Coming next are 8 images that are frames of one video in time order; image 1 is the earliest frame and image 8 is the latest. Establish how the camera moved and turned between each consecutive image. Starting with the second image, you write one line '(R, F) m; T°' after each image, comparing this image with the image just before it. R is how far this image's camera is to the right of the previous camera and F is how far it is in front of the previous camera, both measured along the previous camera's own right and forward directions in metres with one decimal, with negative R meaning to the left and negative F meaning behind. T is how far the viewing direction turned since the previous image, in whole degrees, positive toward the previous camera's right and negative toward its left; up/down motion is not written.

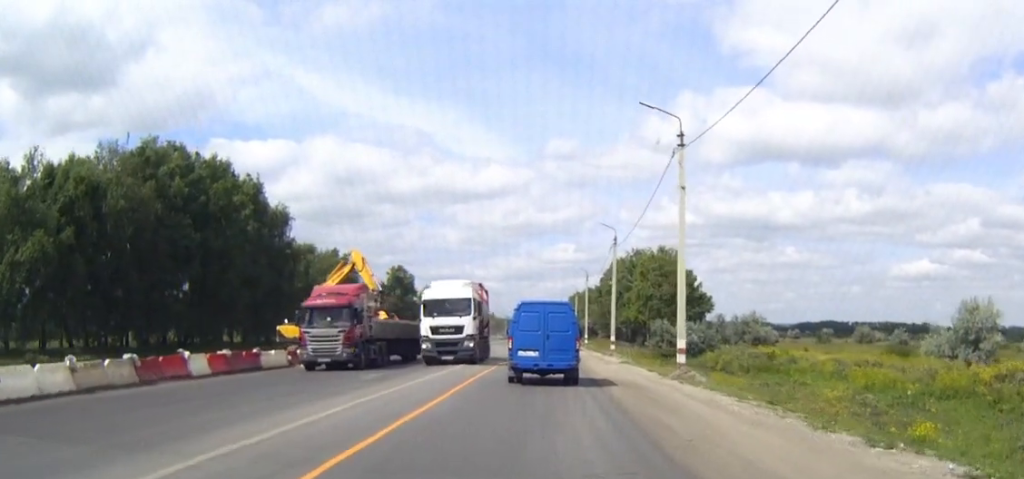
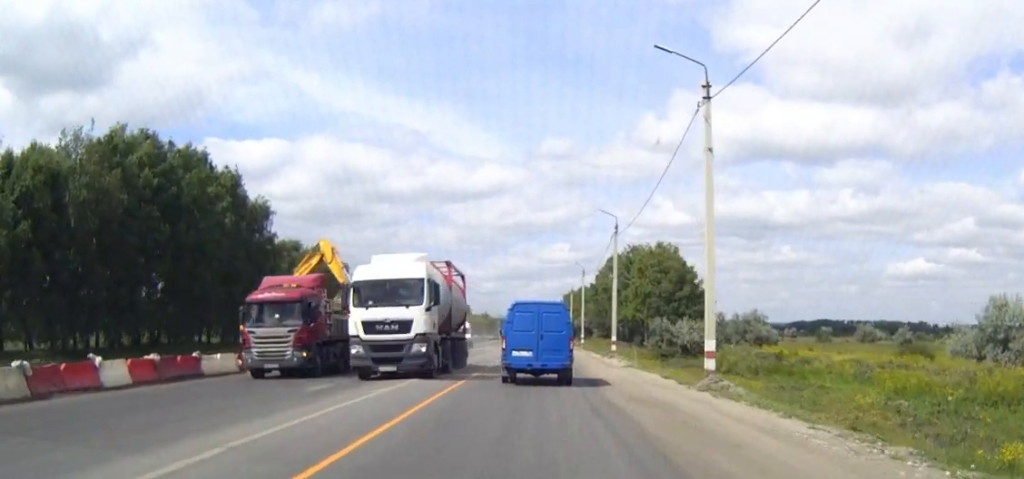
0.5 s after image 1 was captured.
(0.0, +5.9) m; 0°
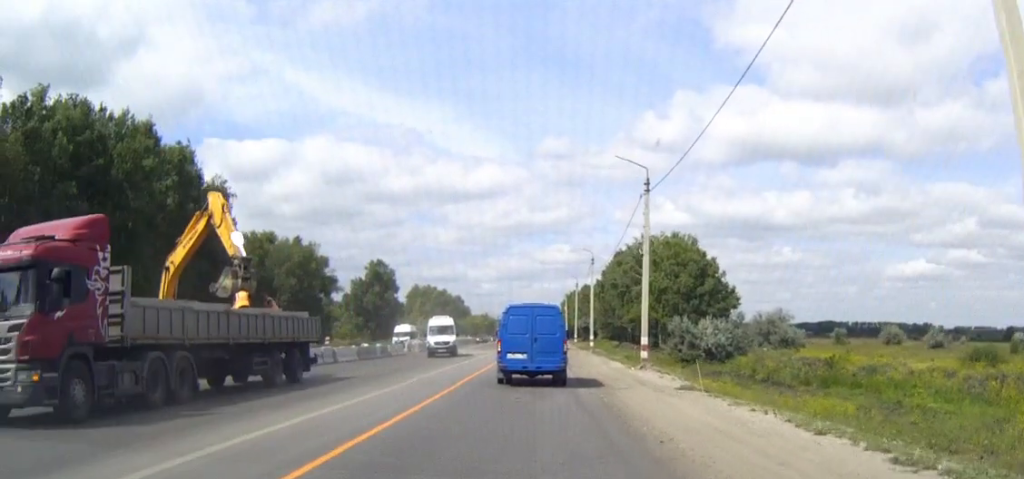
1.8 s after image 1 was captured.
(+0.1, +15.9) m; 0°
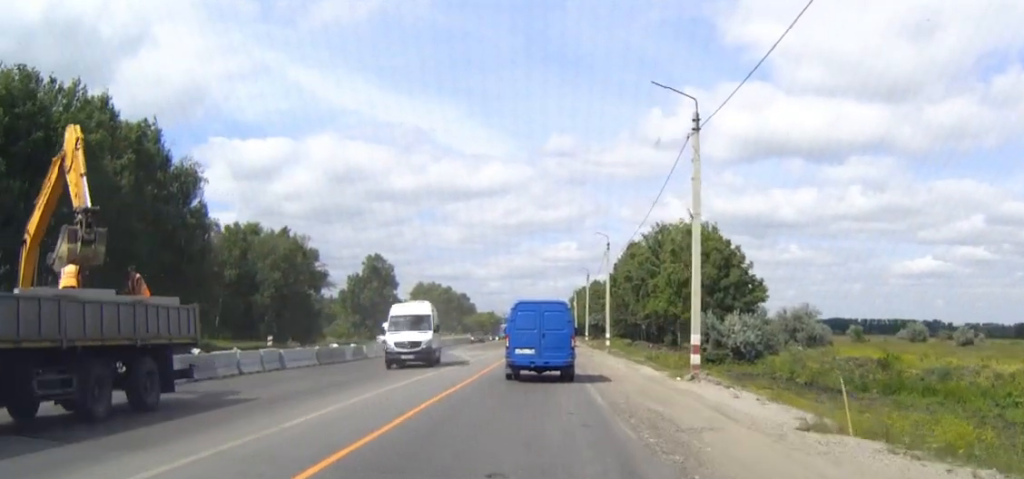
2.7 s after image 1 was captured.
(-0.1, +10.7) m; 0°
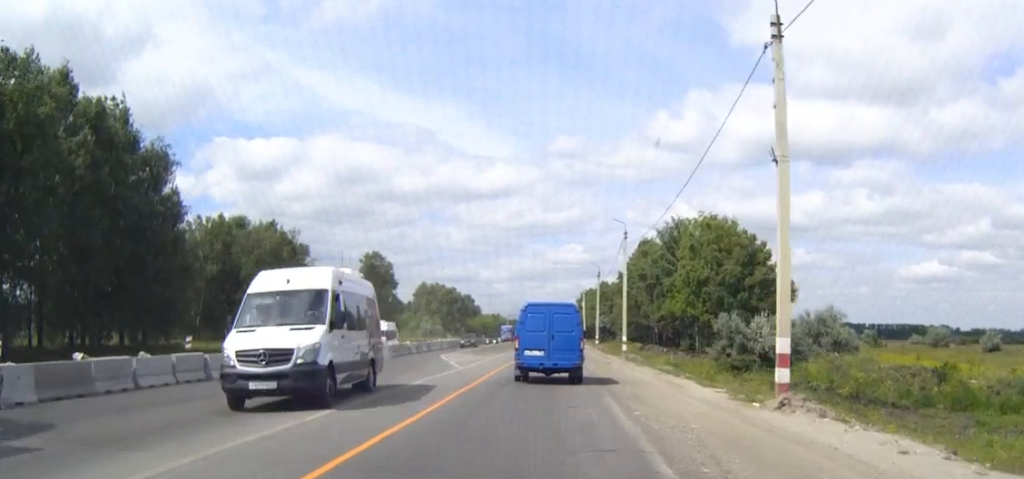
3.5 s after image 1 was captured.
(0.0, +8.8) m; 0°
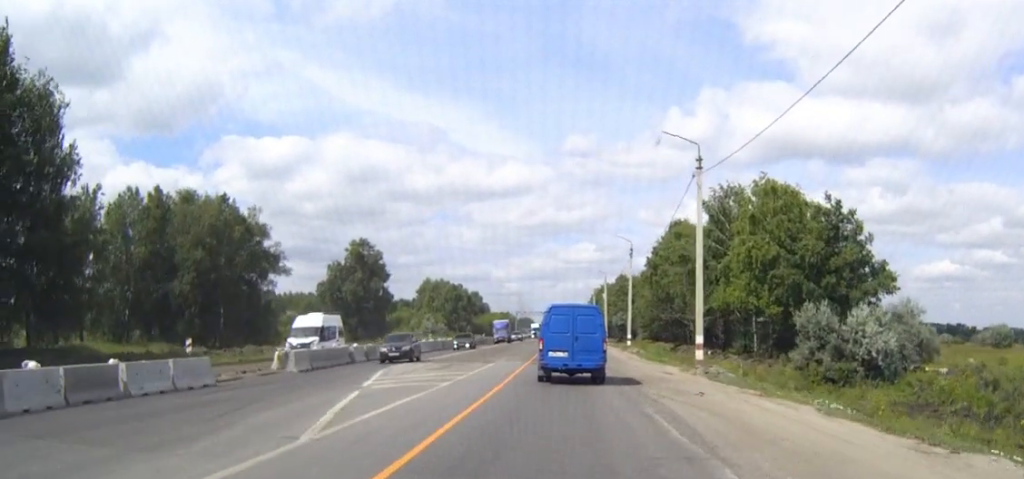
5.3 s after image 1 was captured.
(-0.3, +23.0) m; -1°
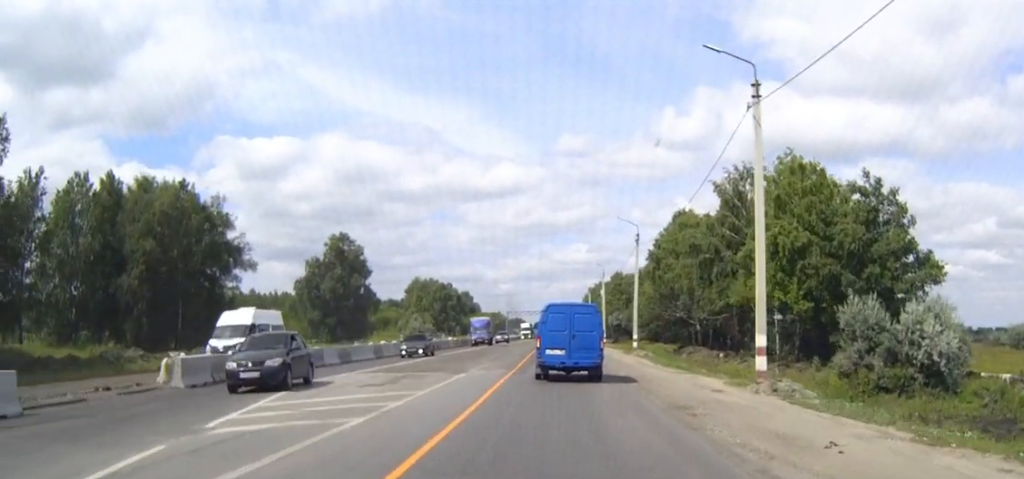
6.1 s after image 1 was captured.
(0.0, +10.2) m; 0°
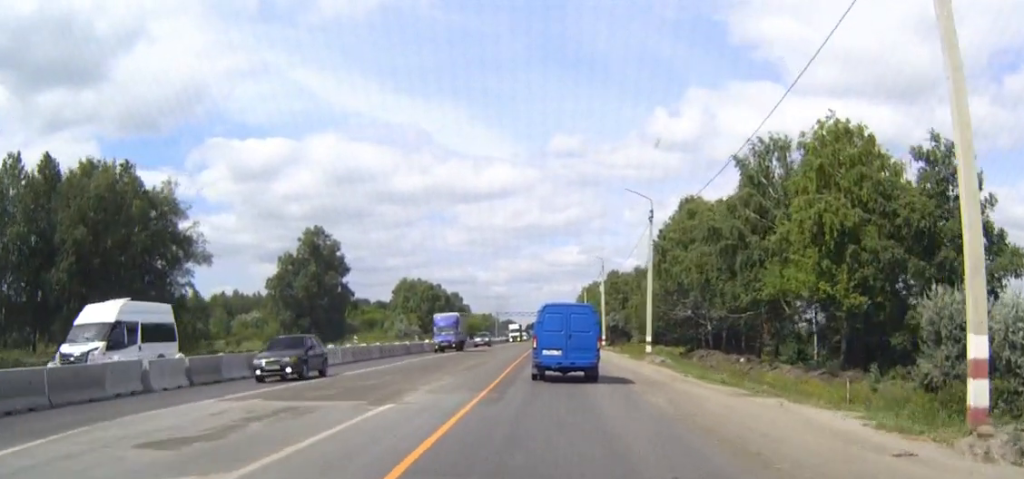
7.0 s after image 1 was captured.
(+0.1, +11.6) m; +1°
